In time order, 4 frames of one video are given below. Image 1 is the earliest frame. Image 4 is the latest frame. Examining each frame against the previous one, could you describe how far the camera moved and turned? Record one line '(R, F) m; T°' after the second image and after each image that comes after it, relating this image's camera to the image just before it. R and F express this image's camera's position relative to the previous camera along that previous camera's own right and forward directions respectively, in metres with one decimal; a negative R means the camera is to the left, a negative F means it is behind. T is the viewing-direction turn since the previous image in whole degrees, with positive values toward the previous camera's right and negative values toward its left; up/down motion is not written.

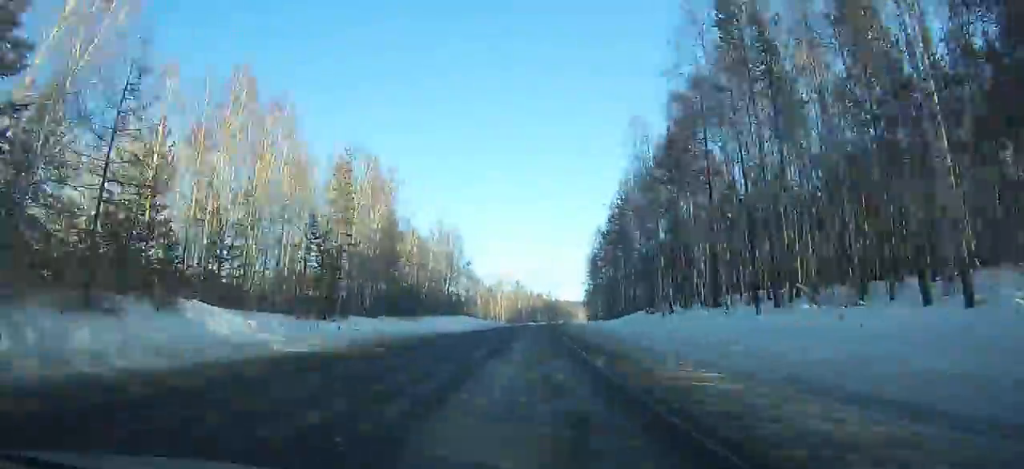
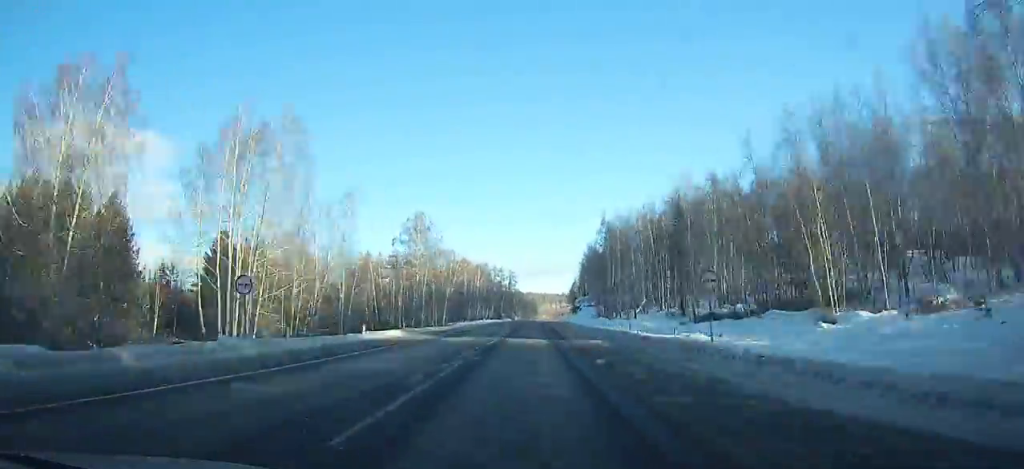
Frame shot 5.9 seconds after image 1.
(+6.5, +154.4) m; +4°
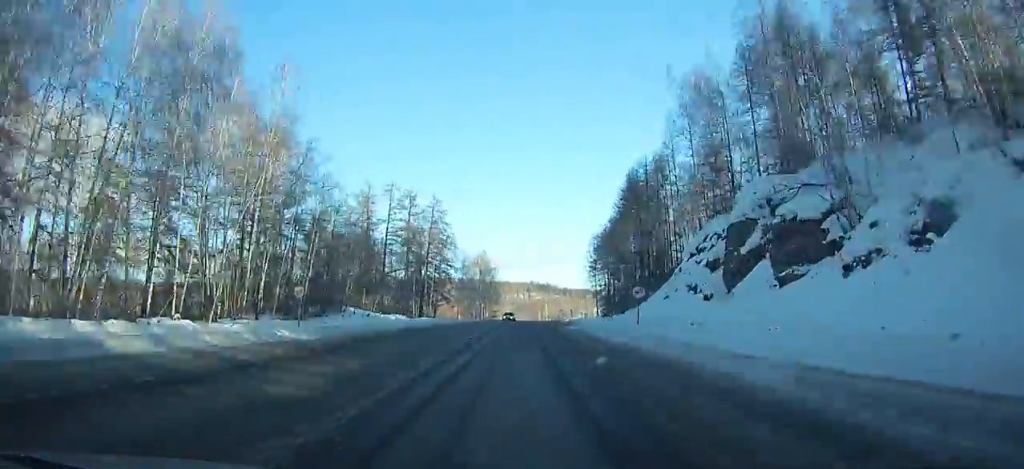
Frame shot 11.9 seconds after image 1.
(+3.4, +149.6) m; +3°
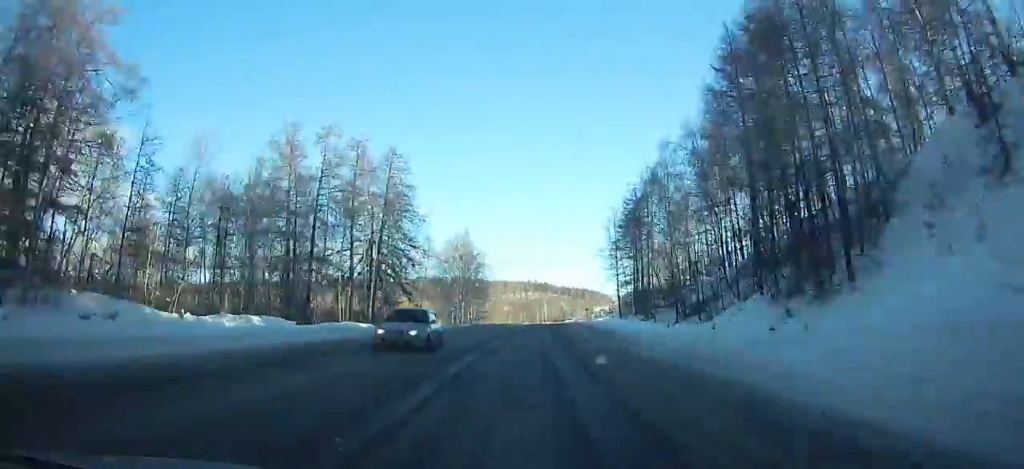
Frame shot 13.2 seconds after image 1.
(+0.6, +31.5) m; +1°
